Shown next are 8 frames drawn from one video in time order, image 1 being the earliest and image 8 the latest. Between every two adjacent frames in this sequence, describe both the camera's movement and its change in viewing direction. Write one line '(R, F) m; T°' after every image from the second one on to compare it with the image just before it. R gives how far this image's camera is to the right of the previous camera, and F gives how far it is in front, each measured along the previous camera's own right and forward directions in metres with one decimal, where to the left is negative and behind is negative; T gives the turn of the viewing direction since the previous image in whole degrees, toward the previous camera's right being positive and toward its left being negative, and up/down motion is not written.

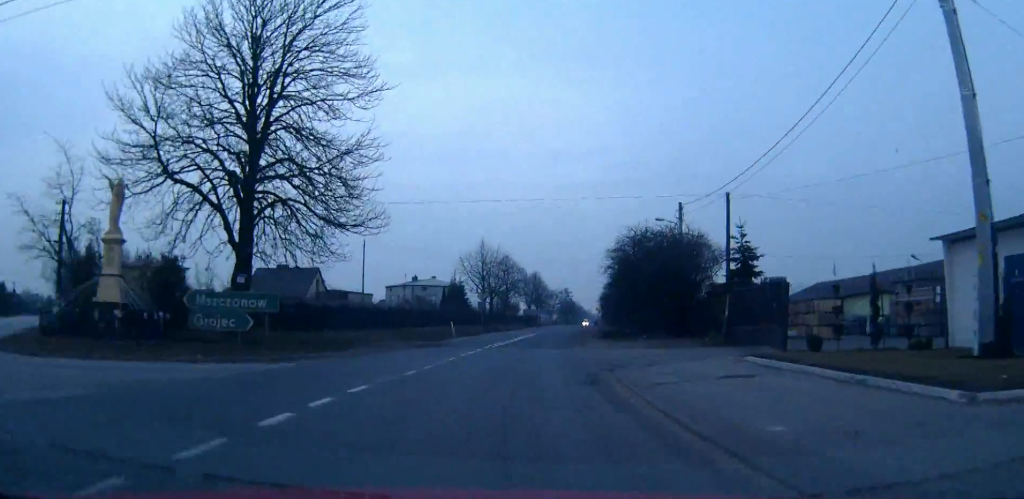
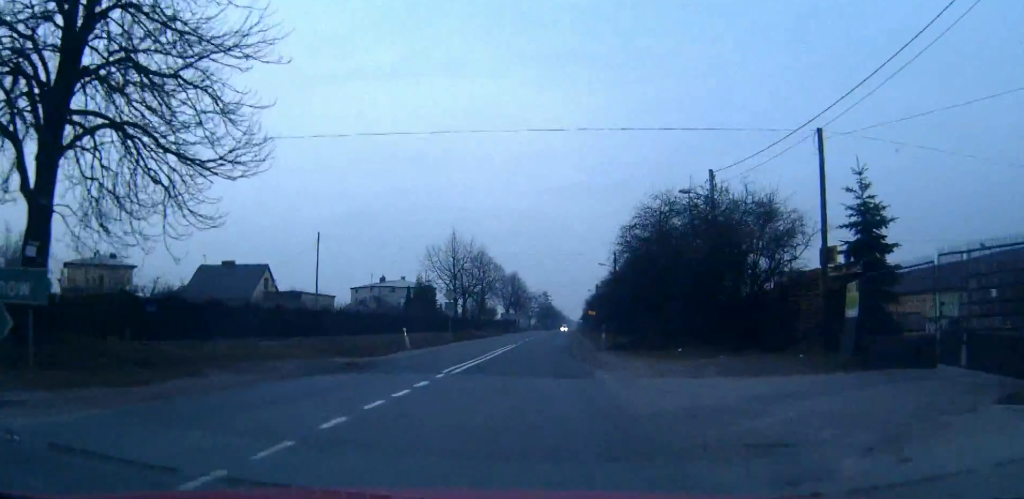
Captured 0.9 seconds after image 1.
(+0.2, +12.2) m; +2°
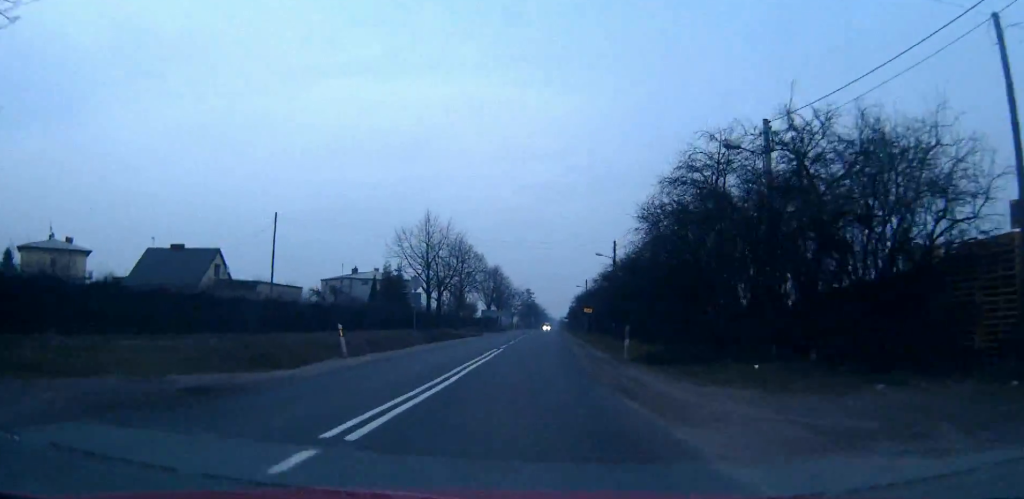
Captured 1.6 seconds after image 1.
(+0.2, +9.9) m; +2°
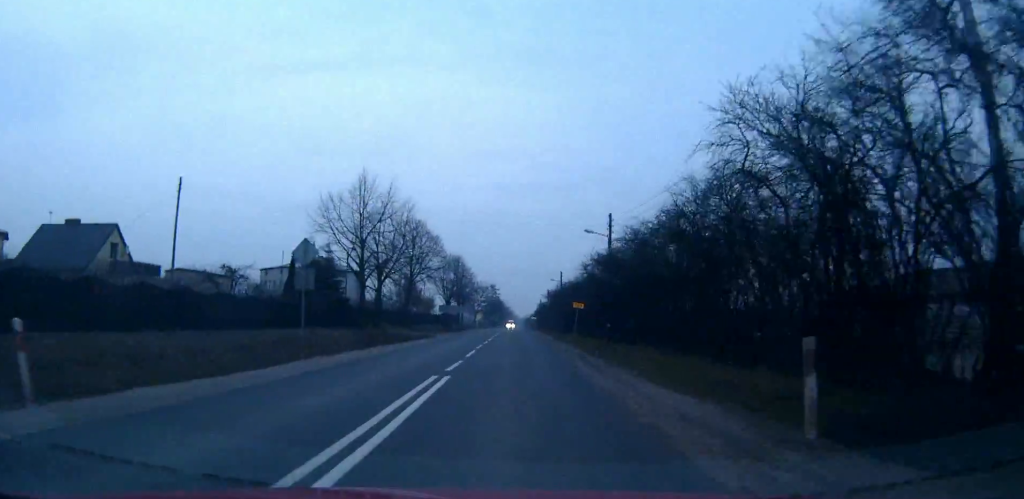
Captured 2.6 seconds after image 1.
(+0.4, +15.2) m; +2°
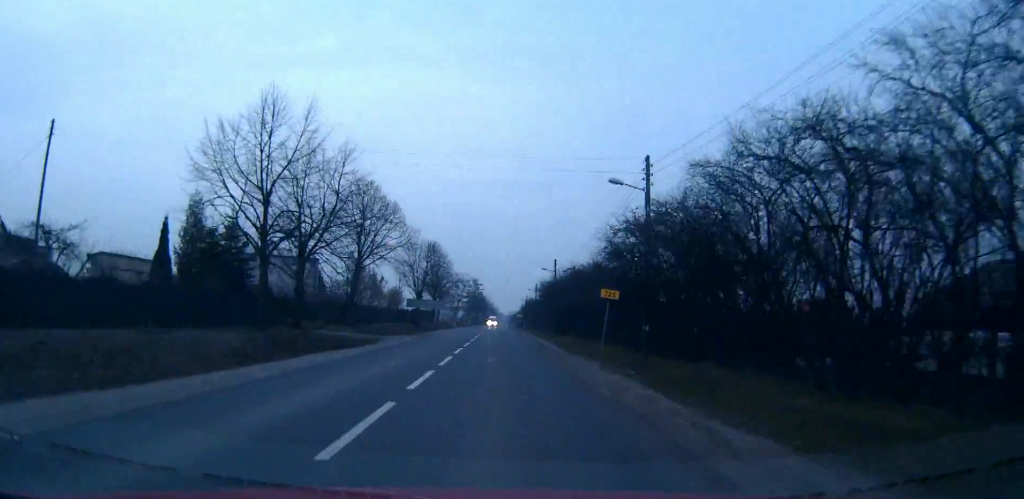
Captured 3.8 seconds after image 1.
(+0.3, +16.6) m; +2°
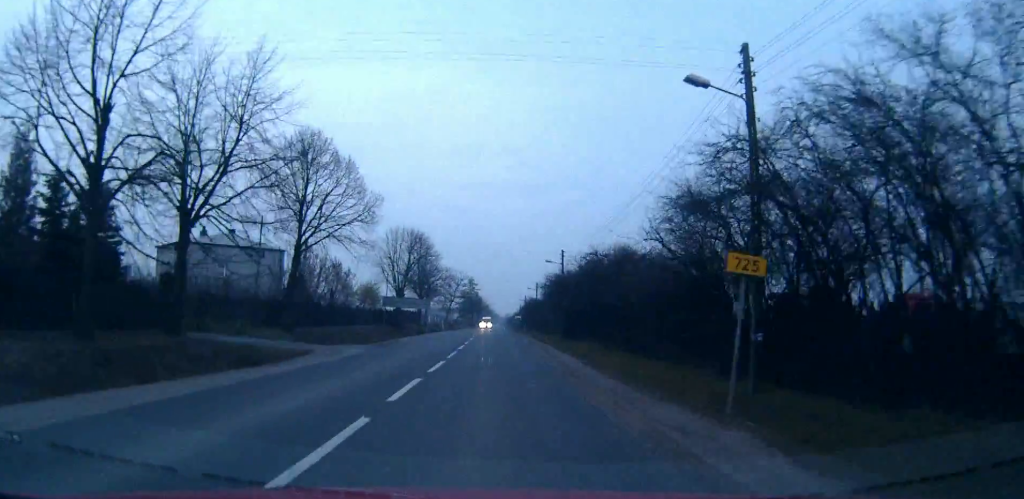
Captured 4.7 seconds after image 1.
(0.0, +13.3) m; 0°
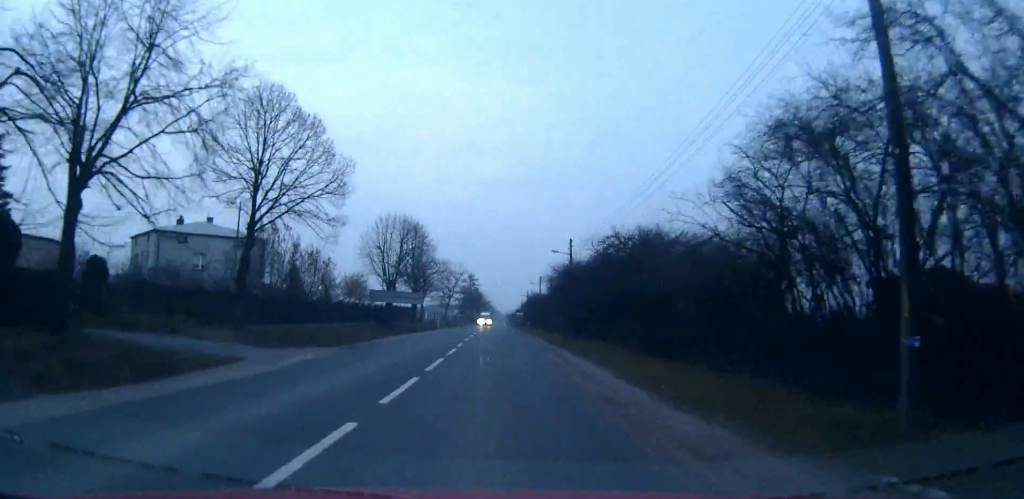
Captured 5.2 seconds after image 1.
(0.0, +6.6) m; 0°
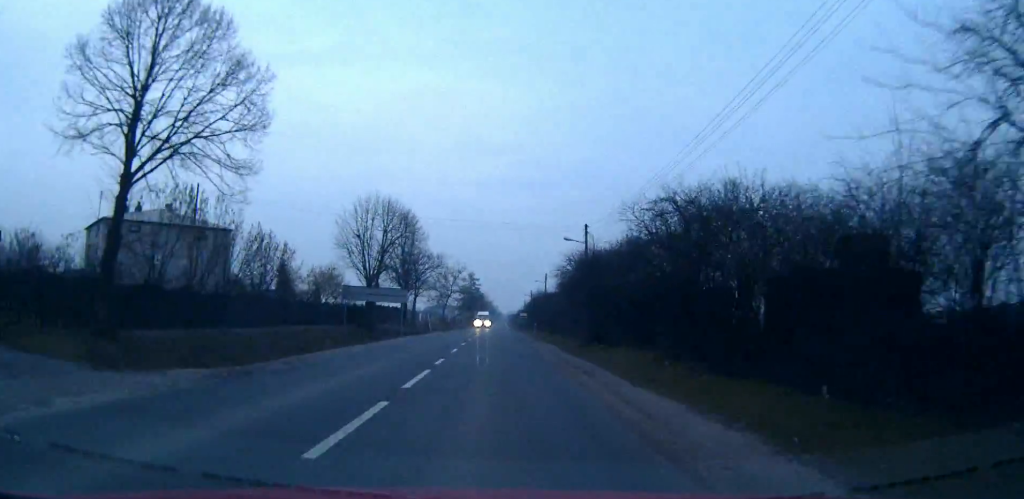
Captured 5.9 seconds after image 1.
(0.0, +9.9) m; 0°
